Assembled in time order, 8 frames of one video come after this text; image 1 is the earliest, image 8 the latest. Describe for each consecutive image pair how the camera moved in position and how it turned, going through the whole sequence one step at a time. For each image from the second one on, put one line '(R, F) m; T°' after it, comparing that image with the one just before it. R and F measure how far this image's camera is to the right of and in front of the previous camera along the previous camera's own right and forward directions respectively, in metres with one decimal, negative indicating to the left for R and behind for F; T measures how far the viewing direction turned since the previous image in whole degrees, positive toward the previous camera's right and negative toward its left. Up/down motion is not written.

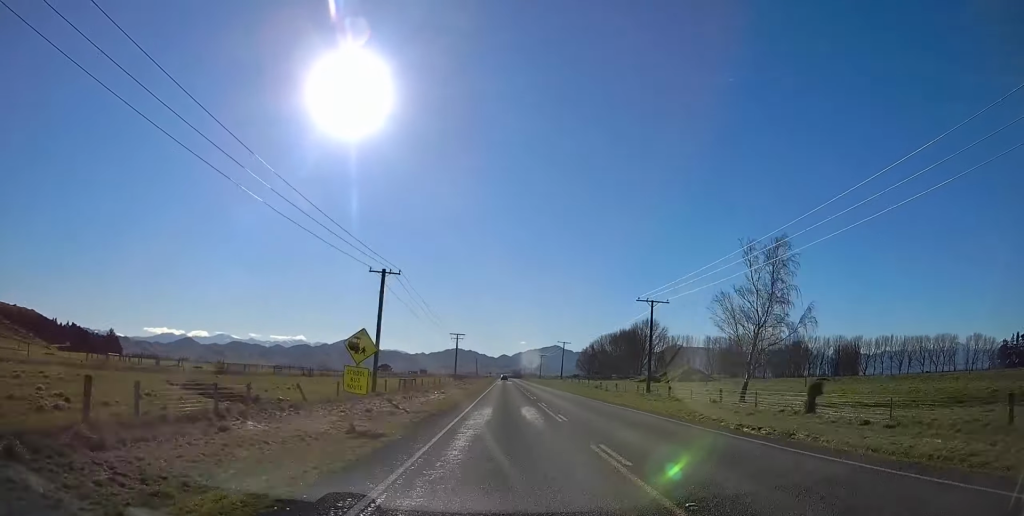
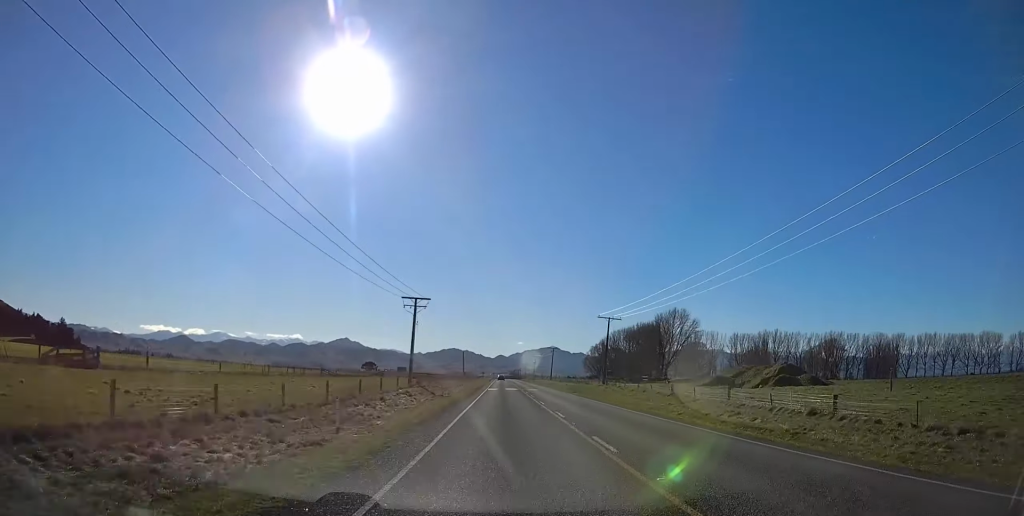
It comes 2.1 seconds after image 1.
(-1.0, +58.7) m; 0°
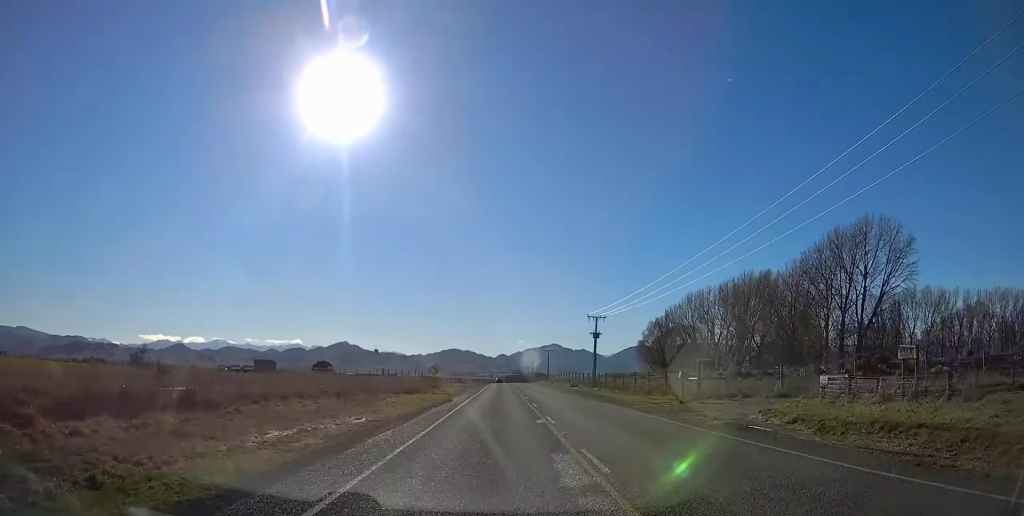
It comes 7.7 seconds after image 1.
(+1.8, +154.4) m; +1°
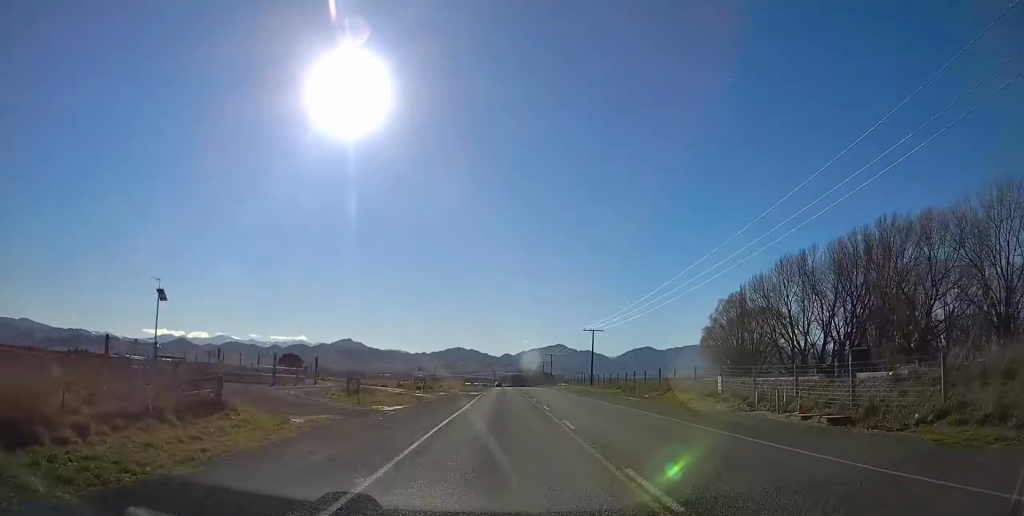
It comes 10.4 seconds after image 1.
(0.0, +73.7) m; 0°
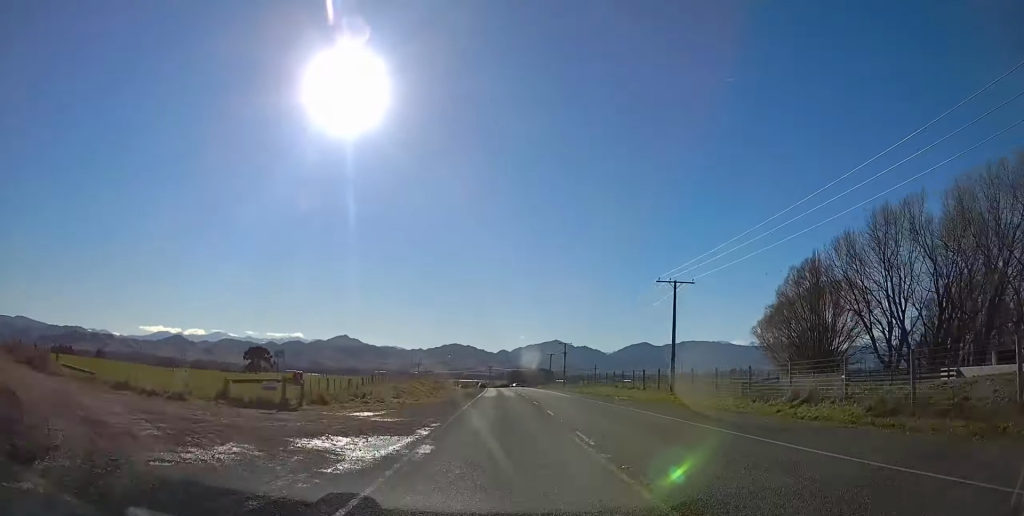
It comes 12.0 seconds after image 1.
(+0.1, +44.2) m; -1°
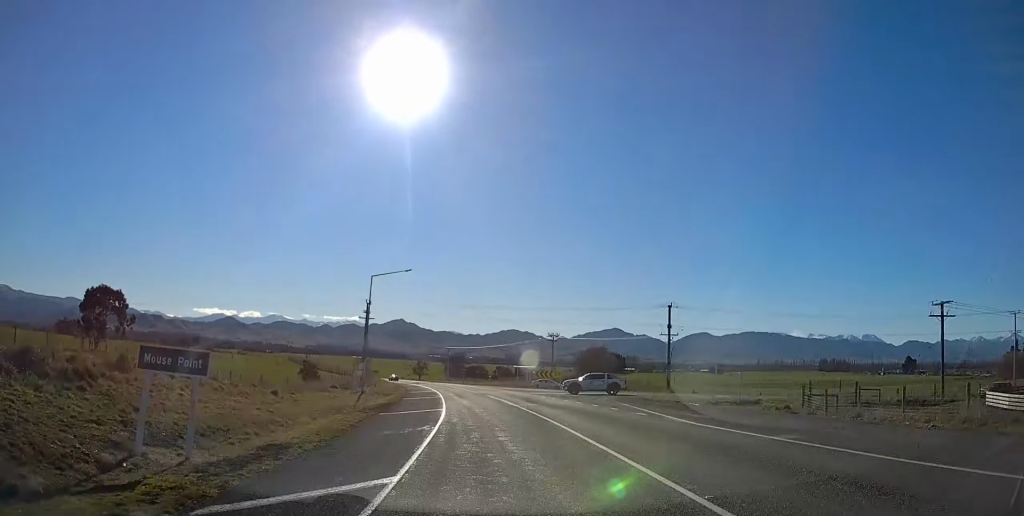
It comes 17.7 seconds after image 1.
(-4.6, +158.3) m; -8°
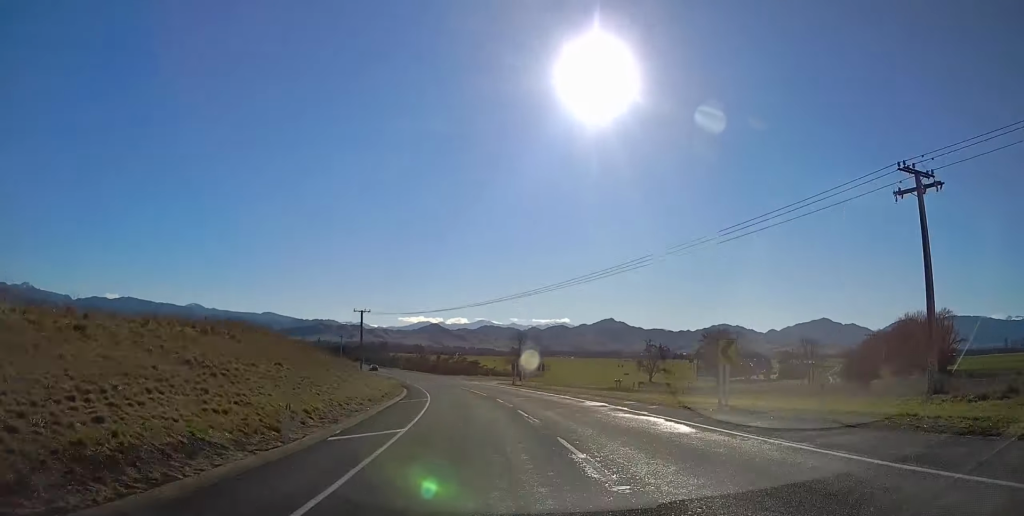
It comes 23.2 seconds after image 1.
(-22.8, +148.0) m; -17°
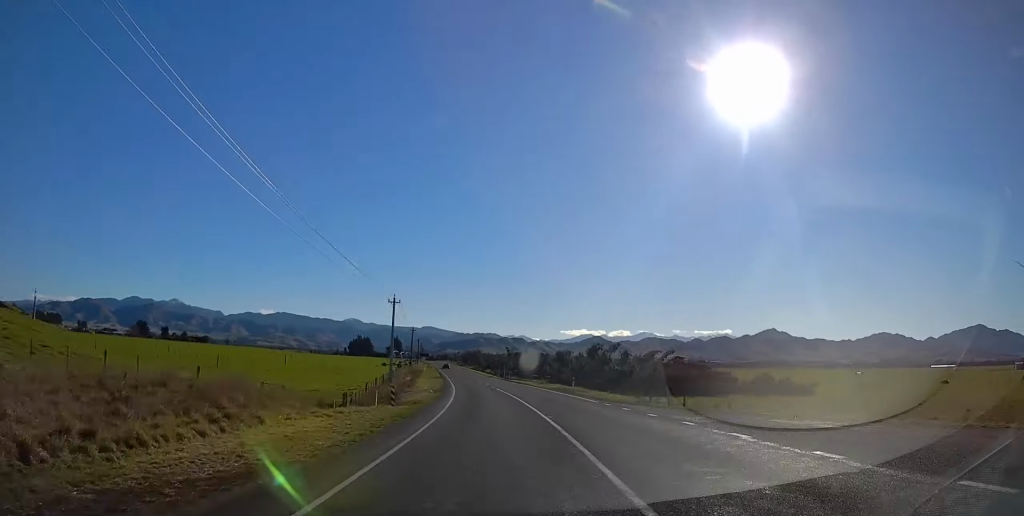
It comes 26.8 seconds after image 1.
(-9.7, +97.9) m; -11°
